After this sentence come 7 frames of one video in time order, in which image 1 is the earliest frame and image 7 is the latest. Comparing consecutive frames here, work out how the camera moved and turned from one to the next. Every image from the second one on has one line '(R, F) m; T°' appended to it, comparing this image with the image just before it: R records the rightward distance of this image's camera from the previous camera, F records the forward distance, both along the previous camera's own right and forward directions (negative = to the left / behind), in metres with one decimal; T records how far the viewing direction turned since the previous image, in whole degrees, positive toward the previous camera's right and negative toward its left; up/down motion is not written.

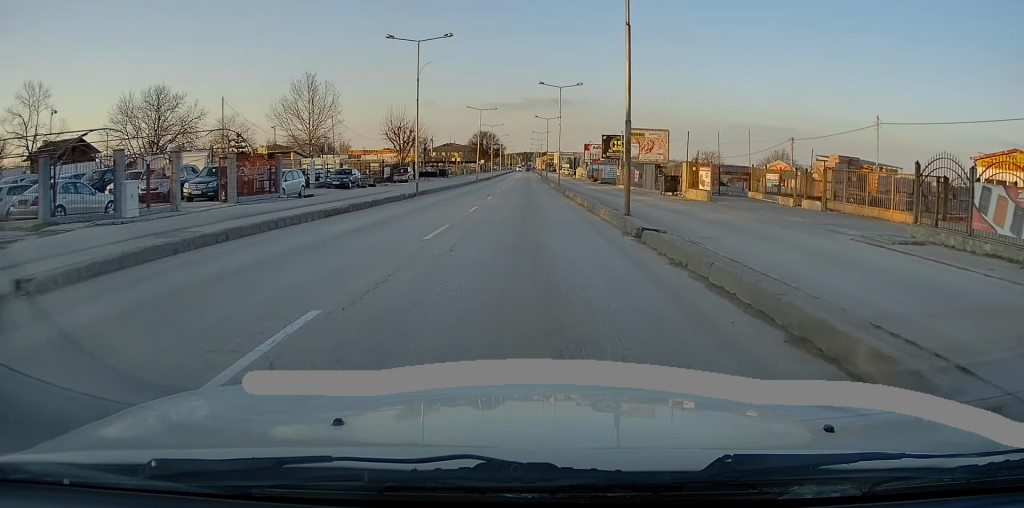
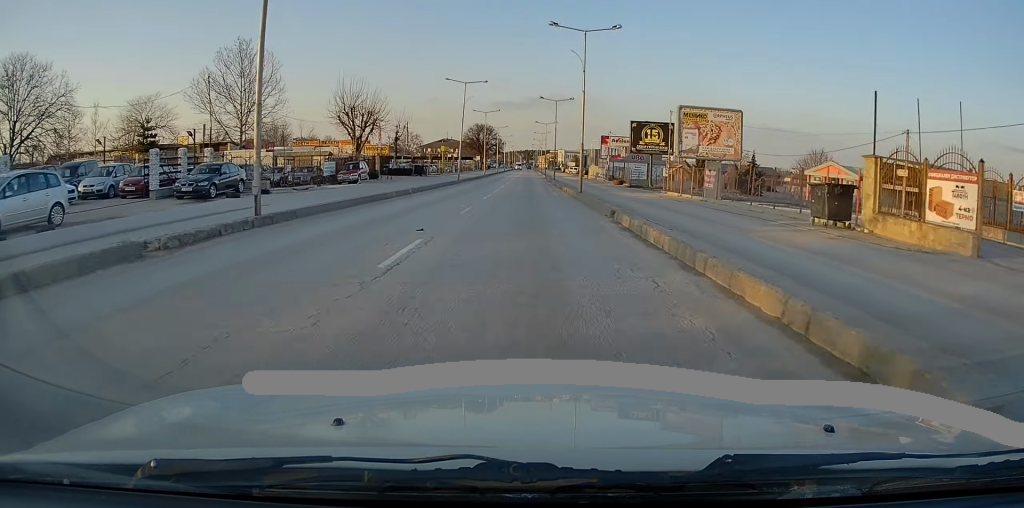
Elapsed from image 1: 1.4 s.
(-0.2, +21.3) m; -1°
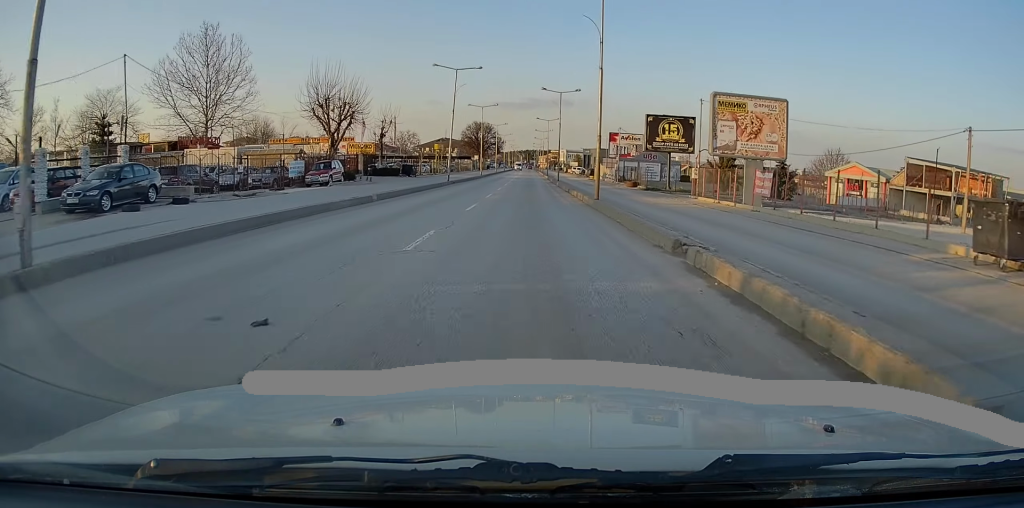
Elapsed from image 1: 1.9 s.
(0.0, +7.5) m; 0°
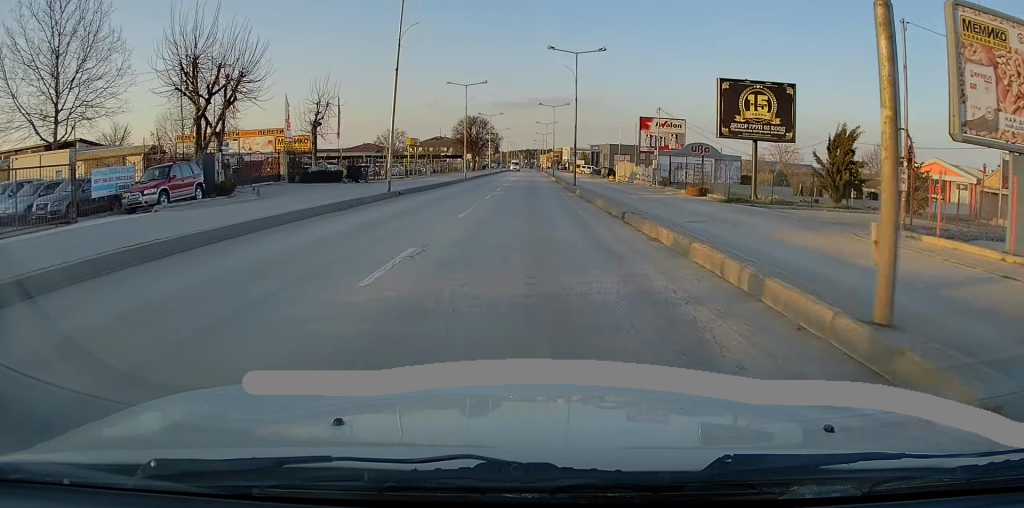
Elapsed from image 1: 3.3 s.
(+0.1, +20.4) m; 0°
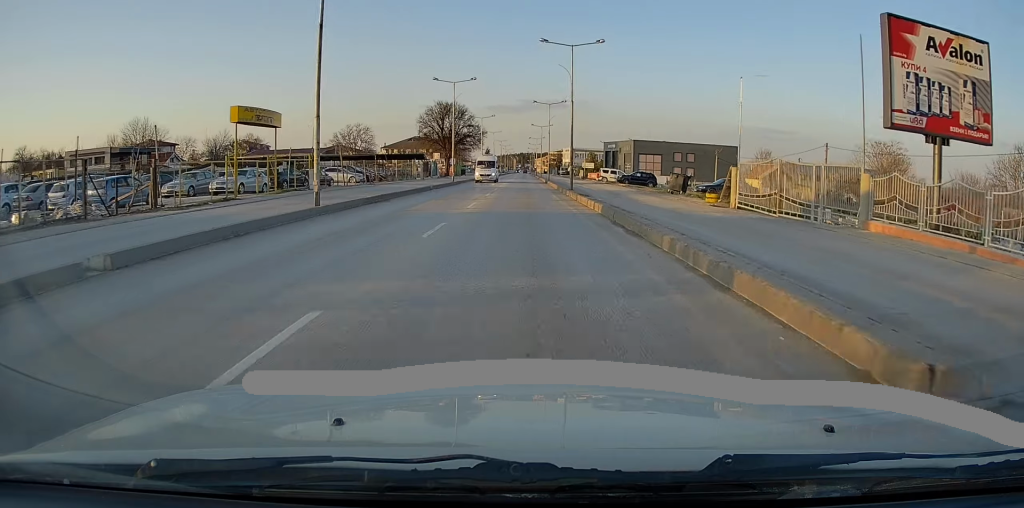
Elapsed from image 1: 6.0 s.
(+0.3, +39.8) m; 0°
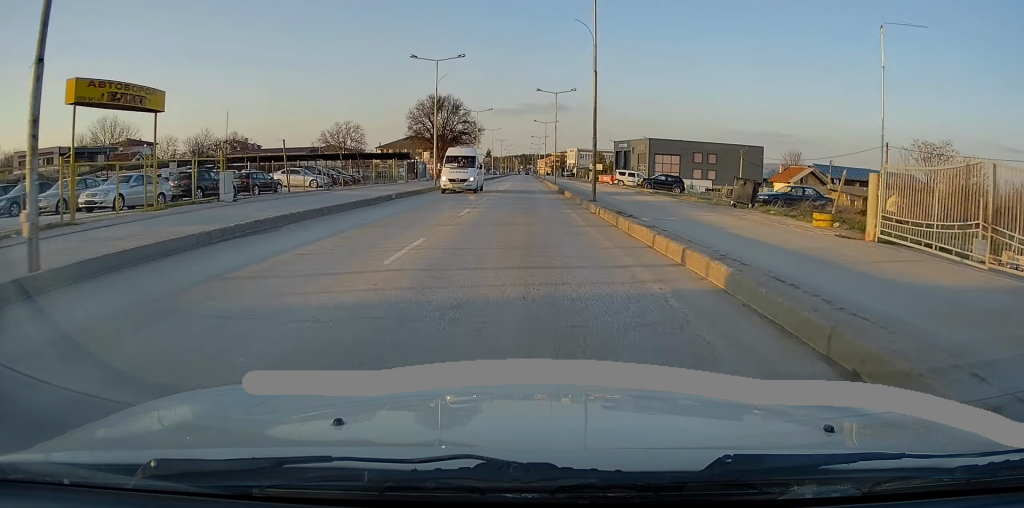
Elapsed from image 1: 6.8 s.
(0.0, +11.5) m; 0°
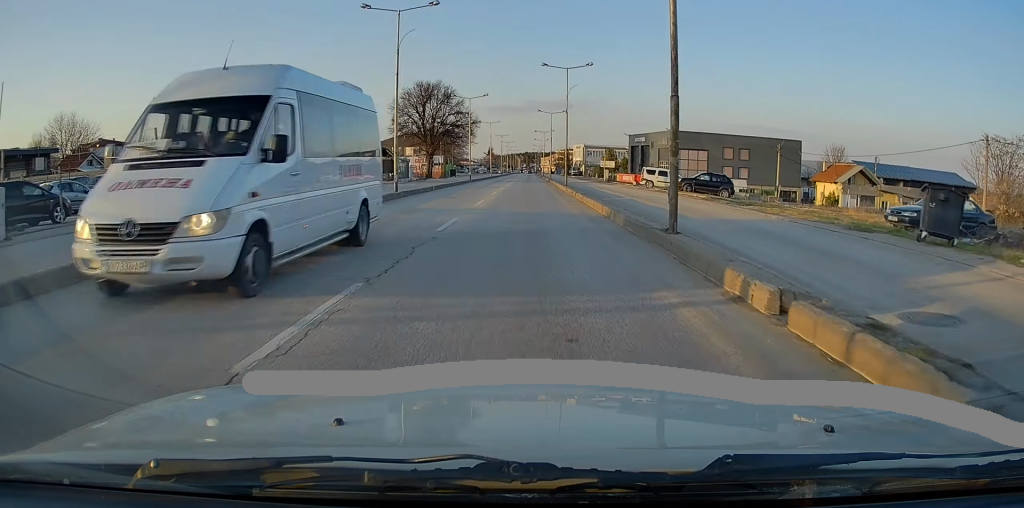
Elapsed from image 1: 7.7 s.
(0.0, +13.4) m; 0°
